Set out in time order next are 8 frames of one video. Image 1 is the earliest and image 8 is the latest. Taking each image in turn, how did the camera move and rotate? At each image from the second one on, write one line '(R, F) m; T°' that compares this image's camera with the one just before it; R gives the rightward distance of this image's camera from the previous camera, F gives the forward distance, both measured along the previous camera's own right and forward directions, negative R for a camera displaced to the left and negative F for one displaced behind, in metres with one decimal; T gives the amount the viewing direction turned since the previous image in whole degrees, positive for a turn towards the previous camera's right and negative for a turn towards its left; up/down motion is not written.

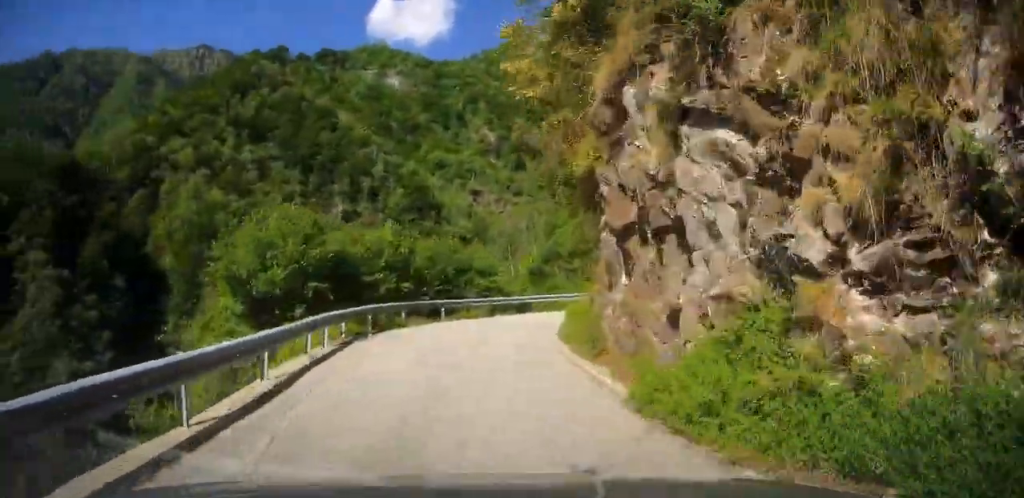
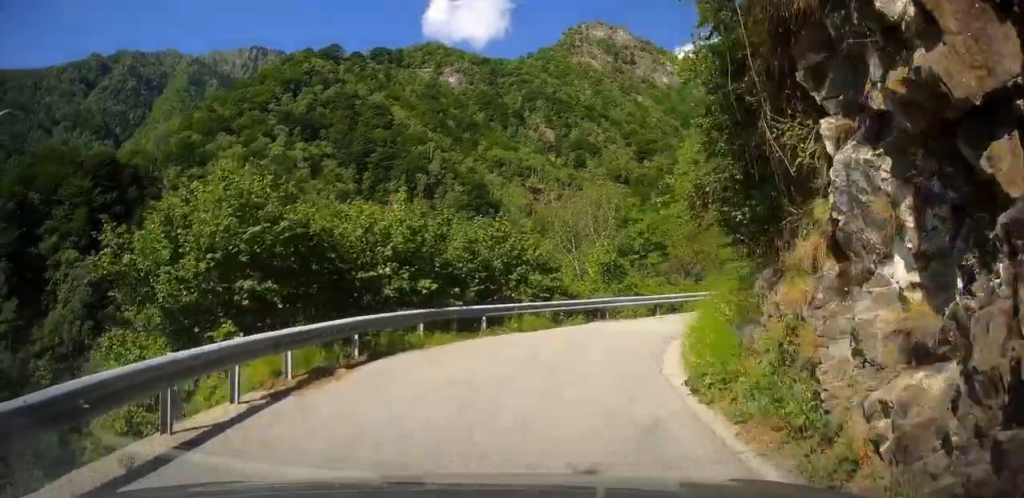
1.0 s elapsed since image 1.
(-0.1, +7.1) m; 0°
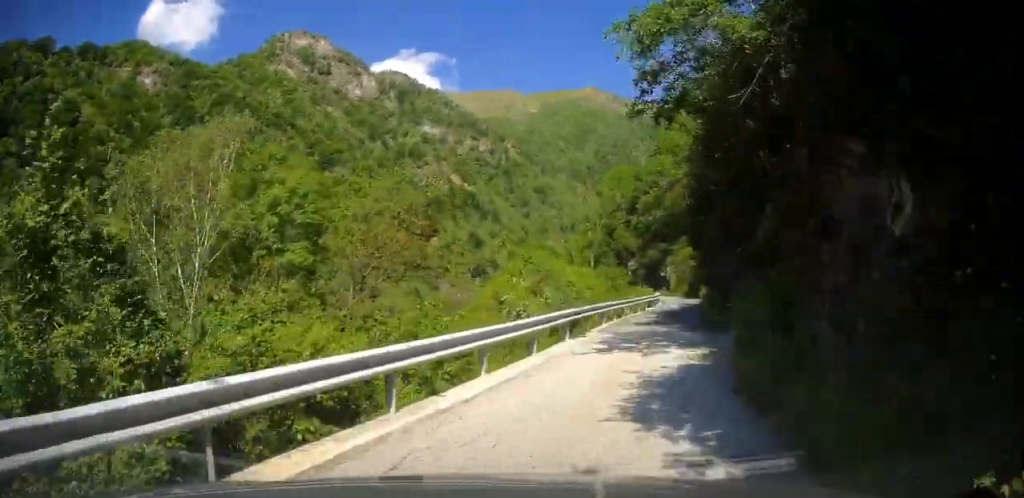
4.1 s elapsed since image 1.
(+0.2, +21.5) m; +17°
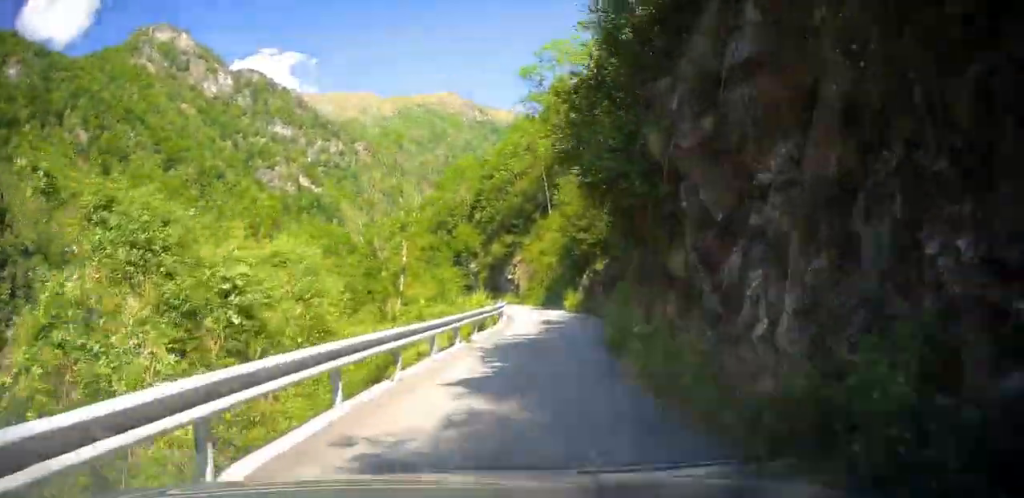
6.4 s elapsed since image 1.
(+4.7, +17.5) m; +17°
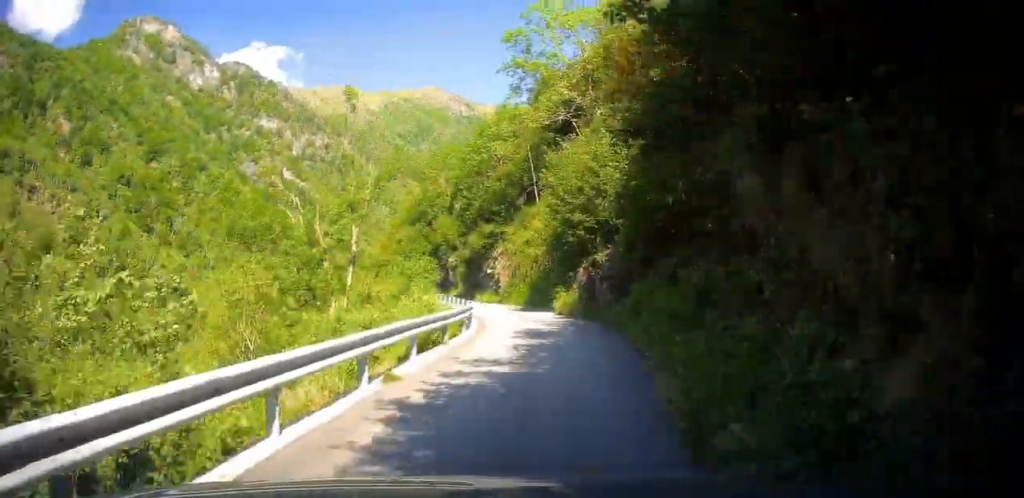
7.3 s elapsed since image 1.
(+0.3, +7.4) m; 0°
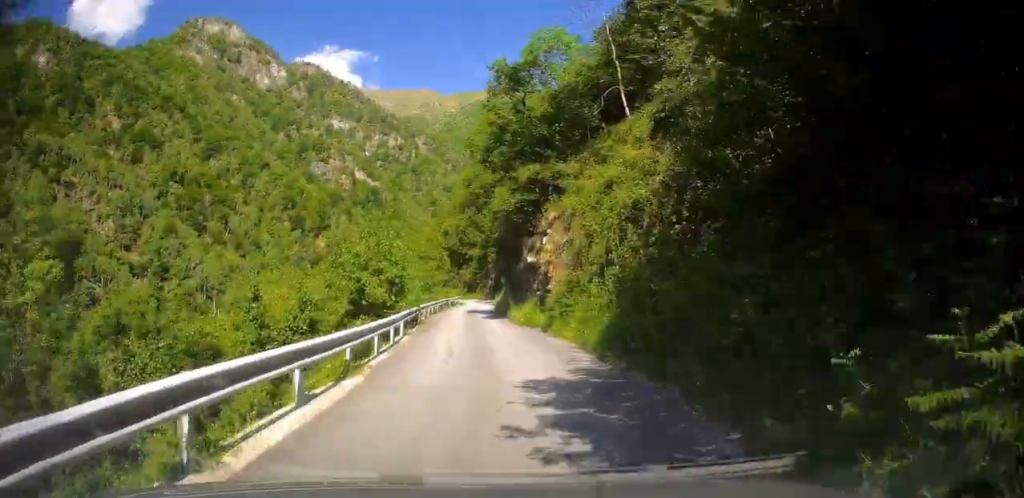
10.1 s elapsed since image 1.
(-0.5, +24.9) m; -8°
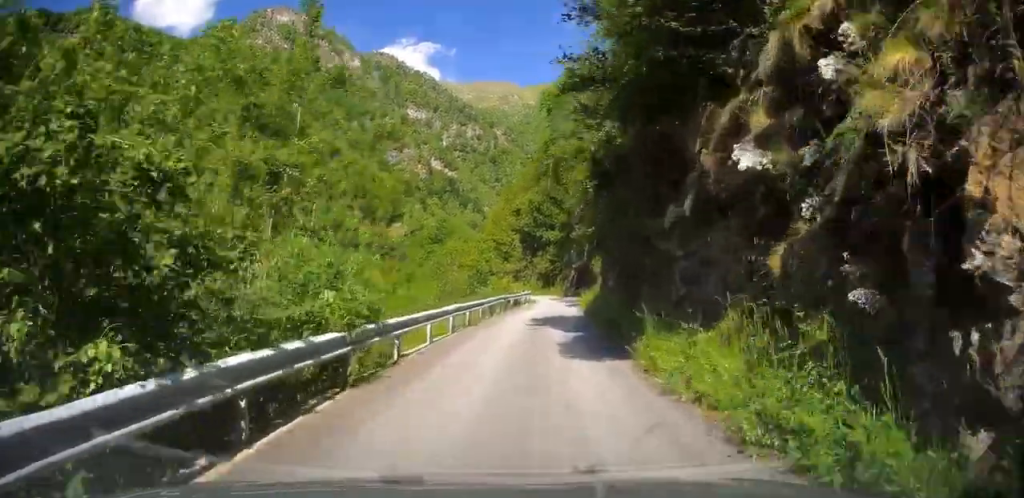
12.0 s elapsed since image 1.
(-1.7, +17.5) m; -8°
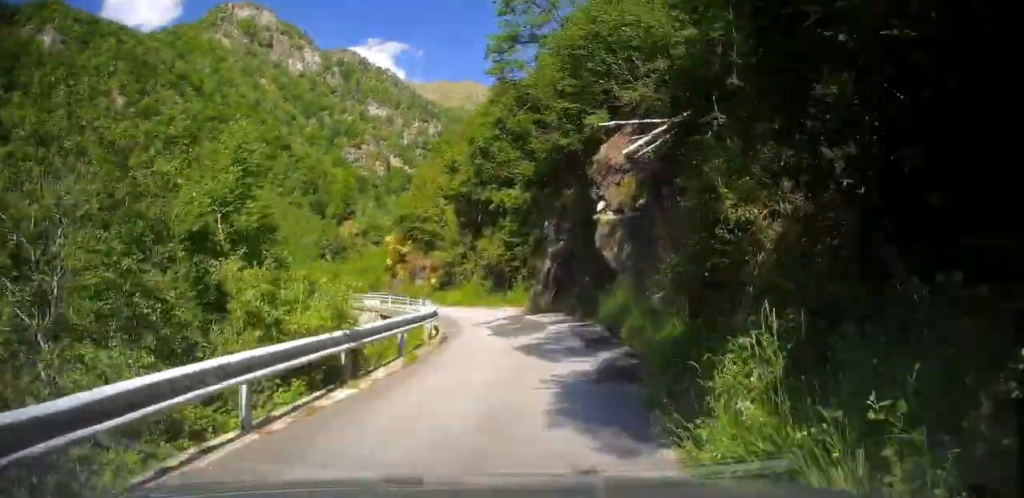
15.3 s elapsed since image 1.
(-0.2, +28.1) m; +1°
